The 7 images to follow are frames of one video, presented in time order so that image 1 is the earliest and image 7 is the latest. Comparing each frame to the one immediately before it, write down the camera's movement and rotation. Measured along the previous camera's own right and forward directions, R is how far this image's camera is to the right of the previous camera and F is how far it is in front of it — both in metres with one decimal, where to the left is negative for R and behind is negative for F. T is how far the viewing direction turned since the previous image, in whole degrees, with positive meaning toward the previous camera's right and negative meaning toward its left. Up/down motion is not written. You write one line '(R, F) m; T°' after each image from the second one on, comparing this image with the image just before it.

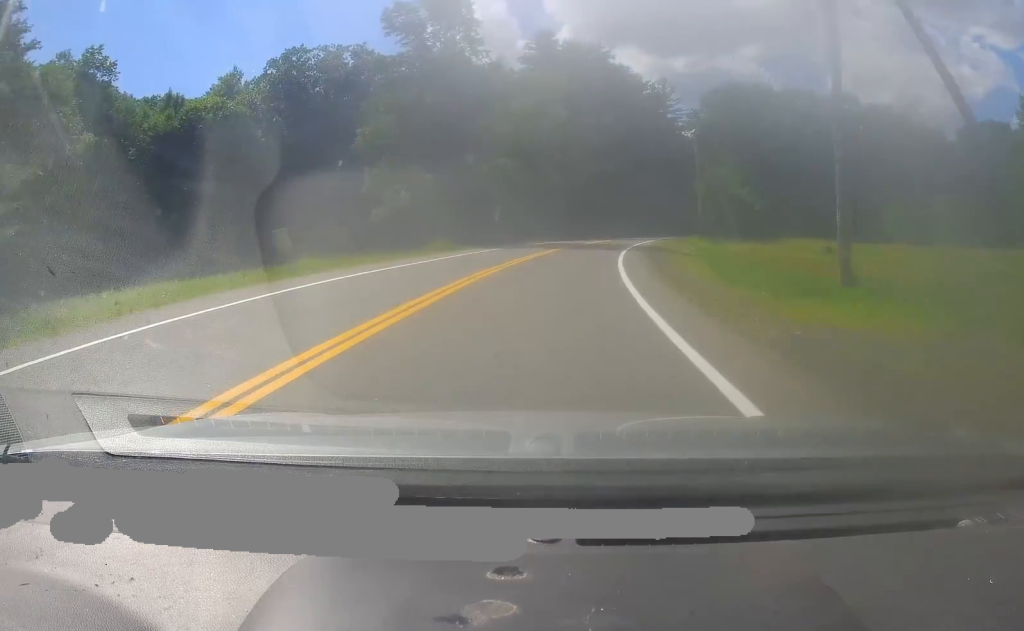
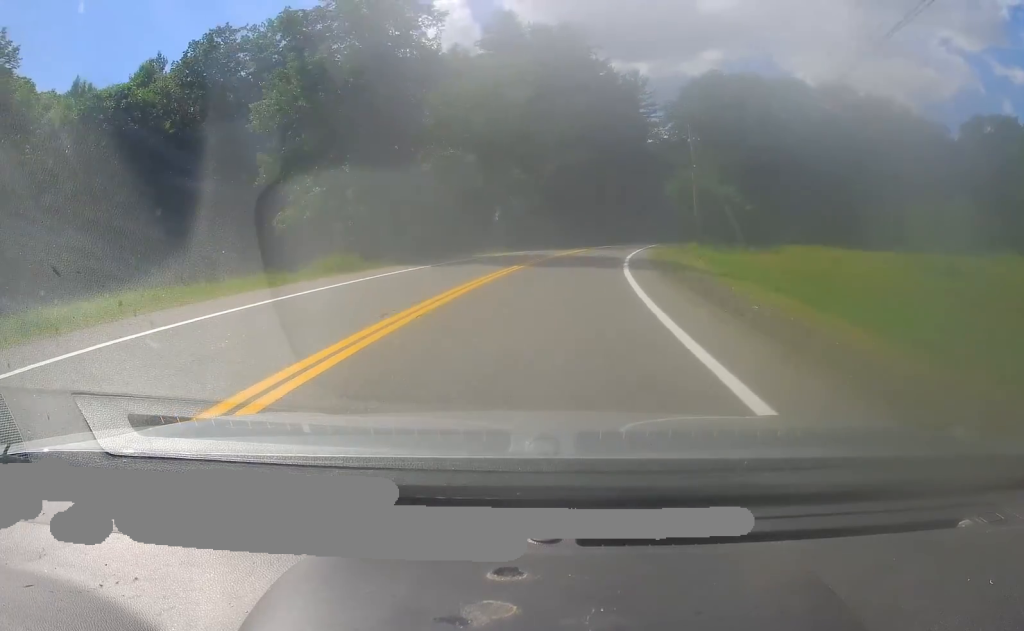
(+0.4, +13.4) m; +3°
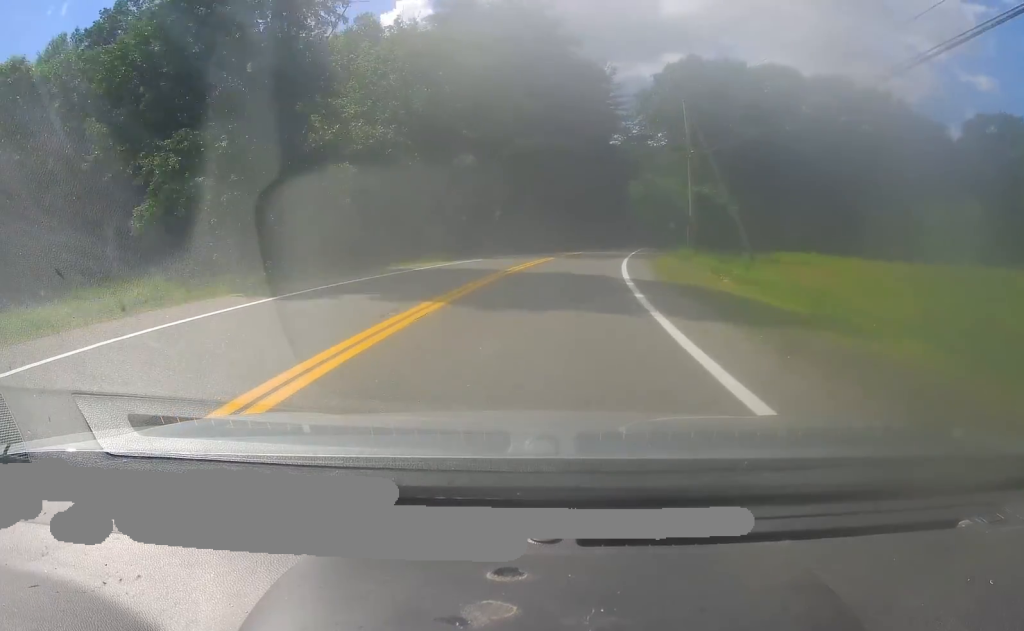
(+0.1, +12.2) m; +2°
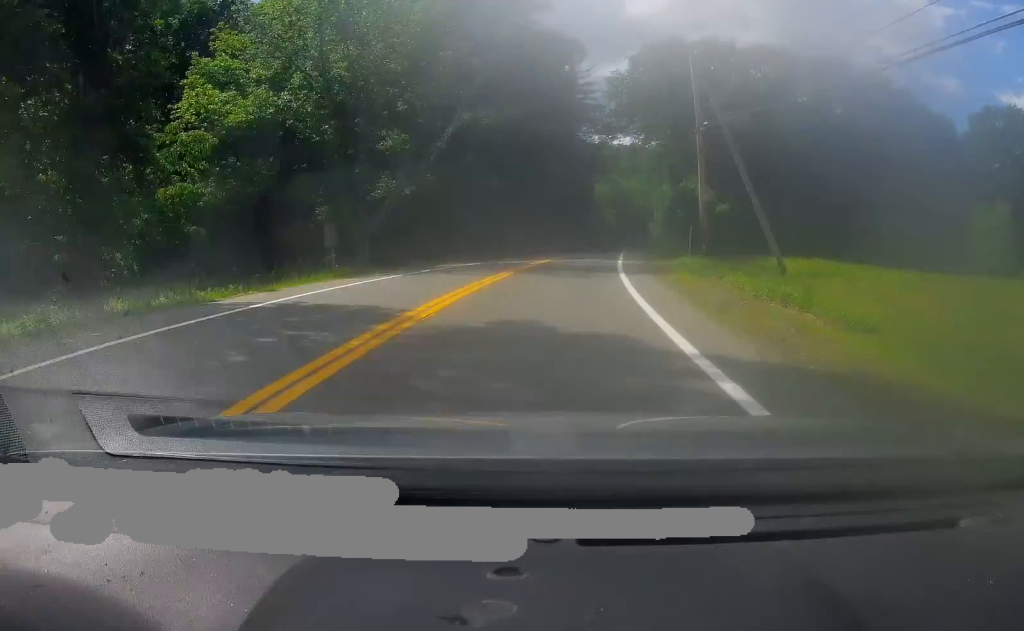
(+0.3, +11.7) m; +4°
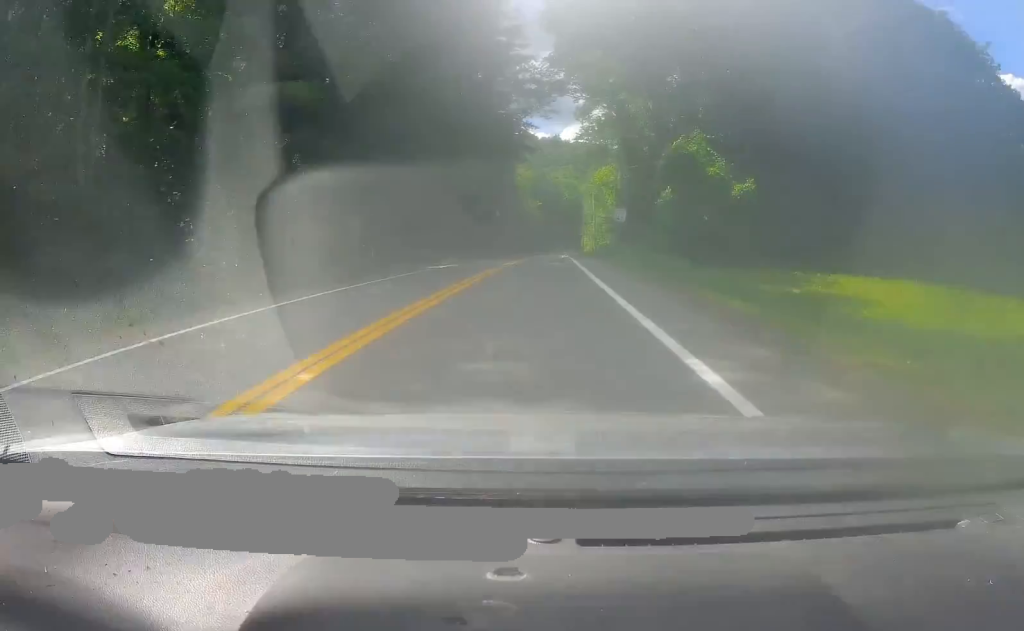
(+2.9, +31.4) m; +10°
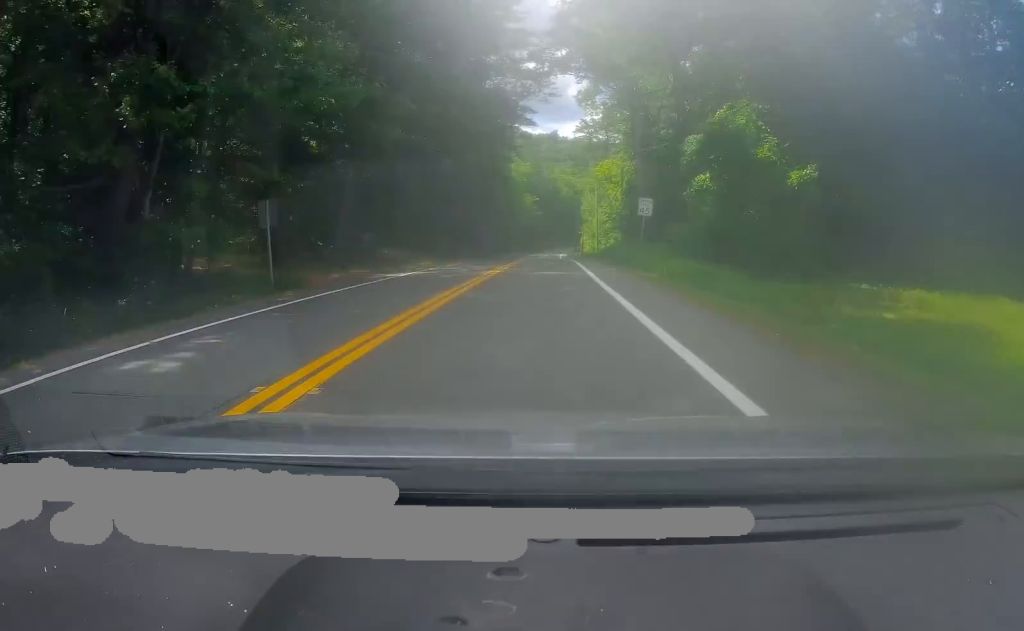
(+0.2, +10.0) m; 0°
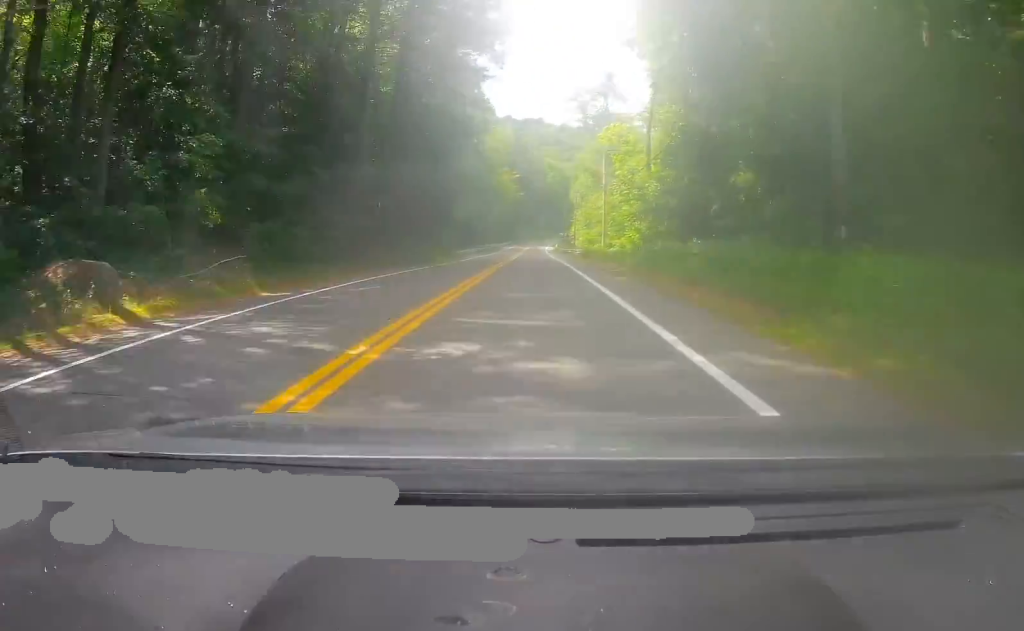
(-0.2, +32.1) m; -1°
